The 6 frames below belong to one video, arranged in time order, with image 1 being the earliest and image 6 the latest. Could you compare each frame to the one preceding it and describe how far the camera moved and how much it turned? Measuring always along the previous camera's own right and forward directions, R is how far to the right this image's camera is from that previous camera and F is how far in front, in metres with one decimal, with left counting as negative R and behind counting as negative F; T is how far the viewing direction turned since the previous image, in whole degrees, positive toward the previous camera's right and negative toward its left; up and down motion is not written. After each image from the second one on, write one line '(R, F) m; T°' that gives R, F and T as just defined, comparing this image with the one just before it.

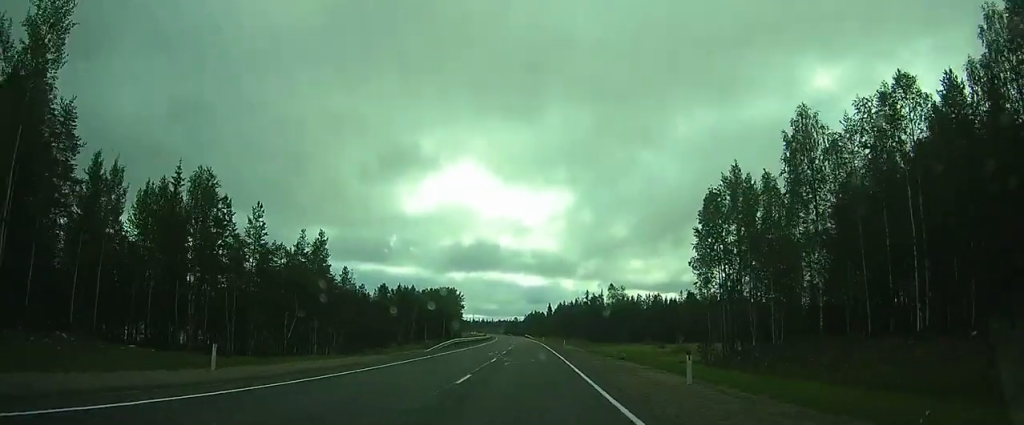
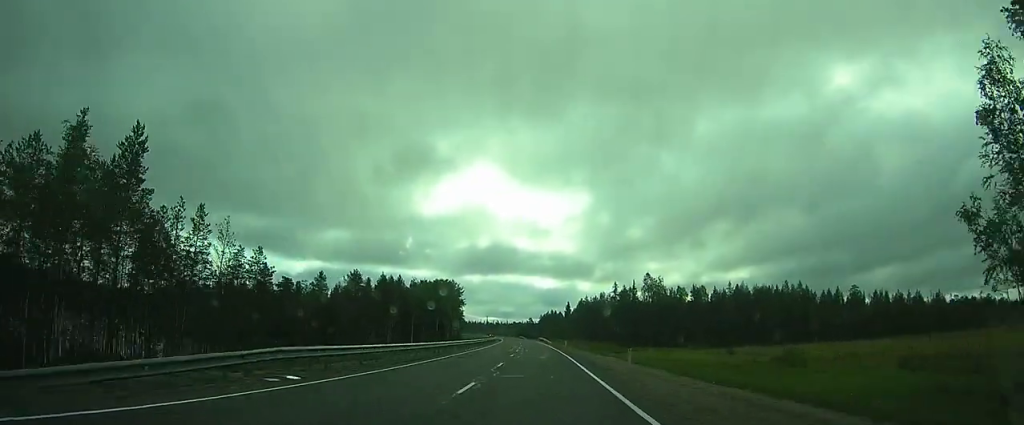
(+0.2, +39.6) m; 0°
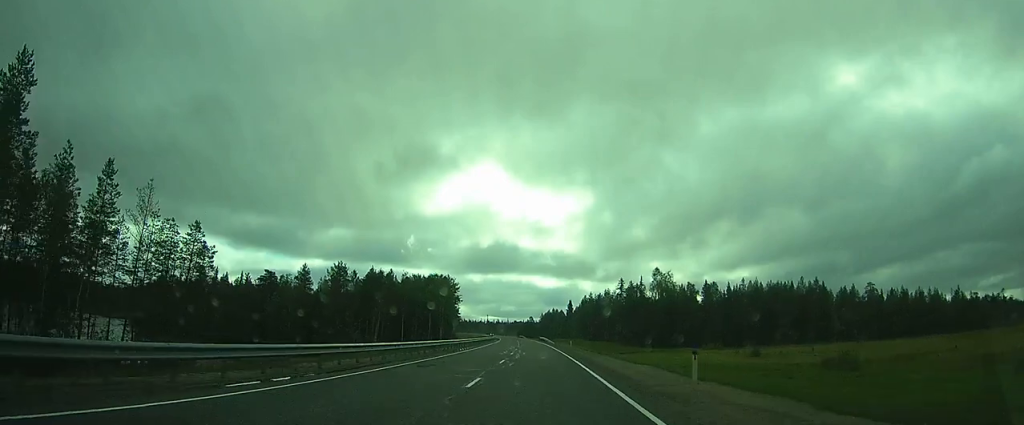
(0.0, +11.1) m; 0°
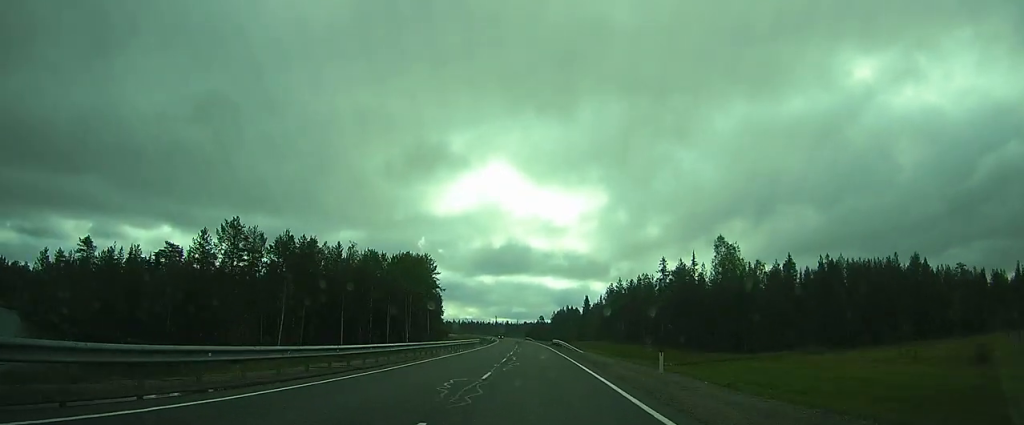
(-0.6, +46.9) m; -1°
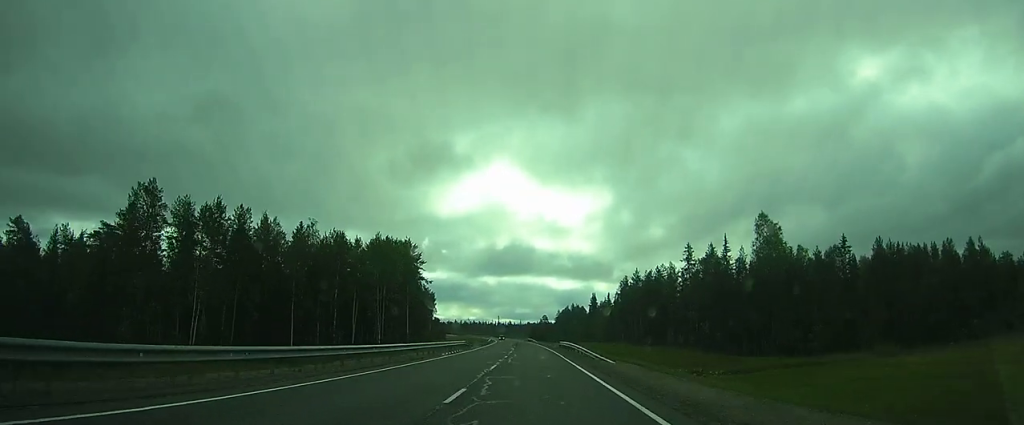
(-0.1, +19.0) m; -1°
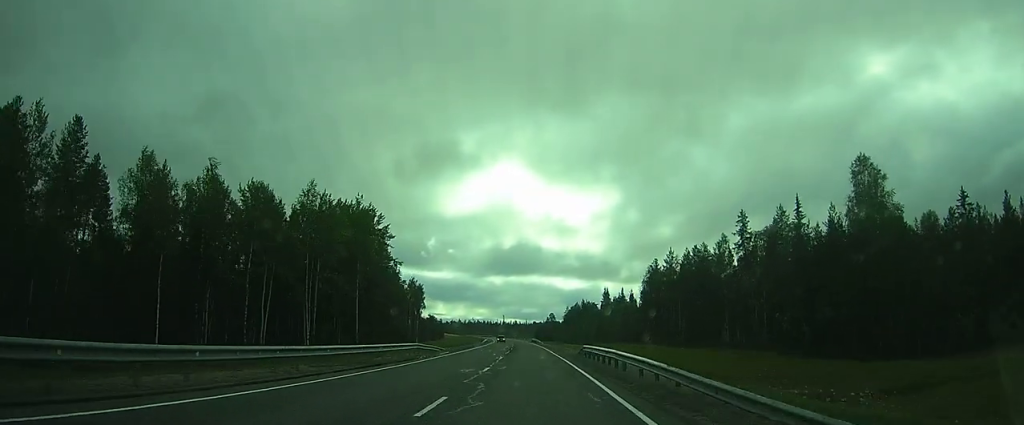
(-0.3, +26.9) m; -1°
